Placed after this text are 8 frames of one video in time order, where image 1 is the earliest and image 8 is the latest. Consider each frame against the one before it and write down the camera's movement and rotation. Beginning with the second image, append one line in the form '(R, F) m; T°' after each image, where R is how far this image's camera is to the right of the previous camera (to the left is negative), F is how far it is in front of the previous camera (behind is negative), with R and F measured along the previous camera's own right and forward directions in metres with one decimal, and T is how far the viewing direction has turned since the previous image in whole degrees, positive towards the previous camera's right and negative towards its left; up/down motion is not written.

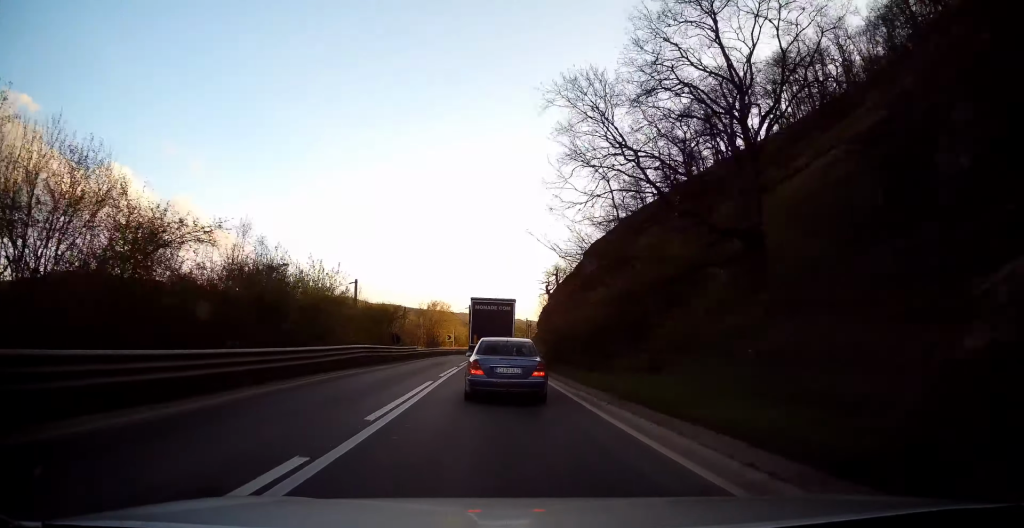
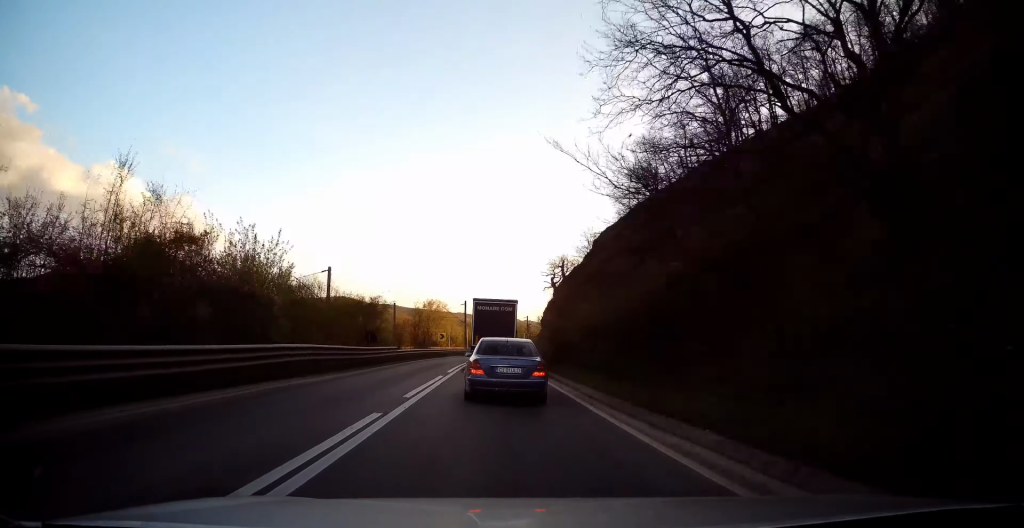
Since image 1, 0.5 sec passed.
(+0.1, +8.3) m; 0°
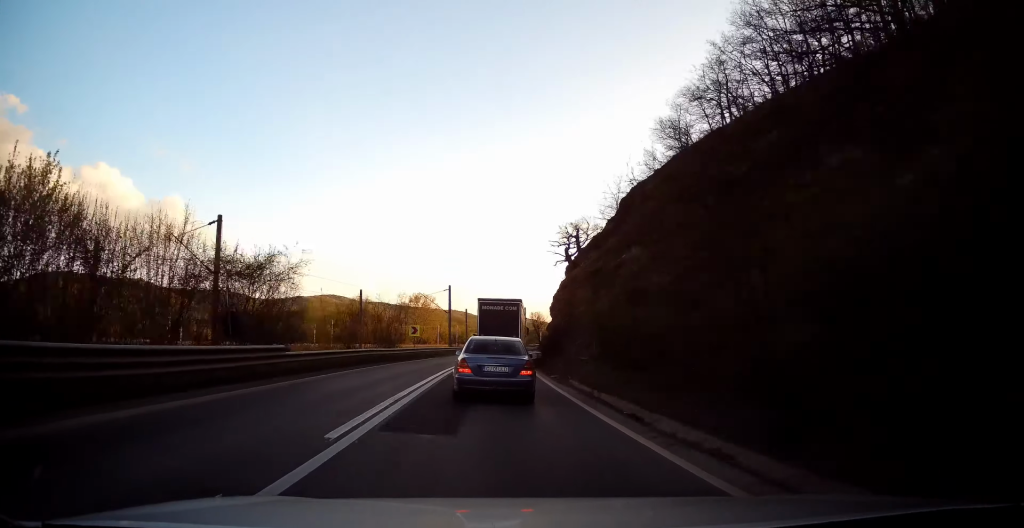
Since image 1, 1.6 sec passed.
(-0.1, +17.6) m; -1°
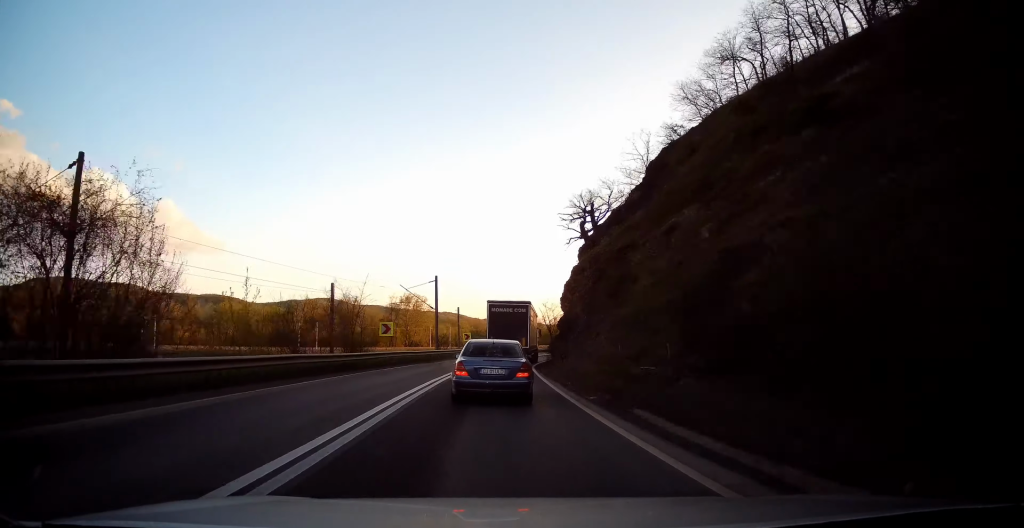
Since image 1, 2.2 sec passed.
(-0.1, +10.4) m; 0°
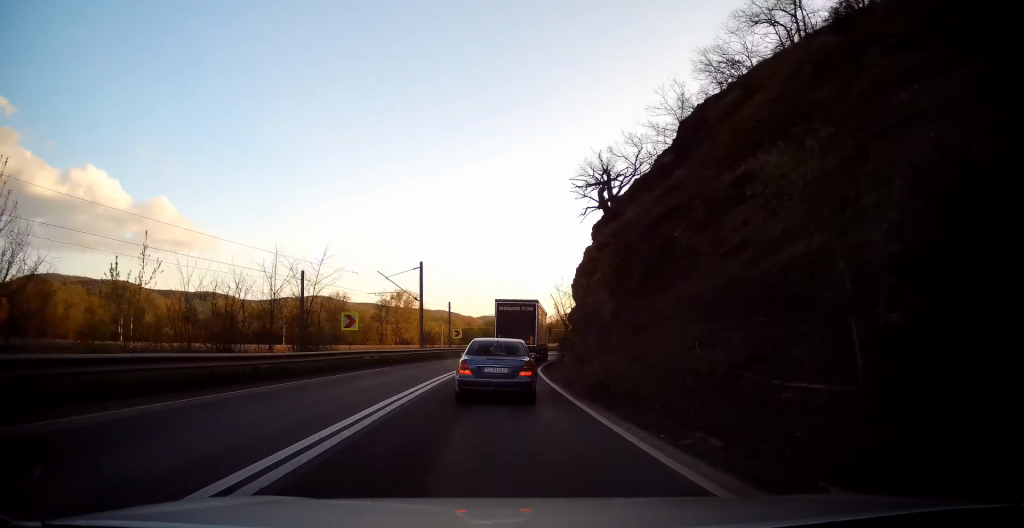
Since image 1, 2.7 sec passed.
(-0.1, +7.6) m; +1°
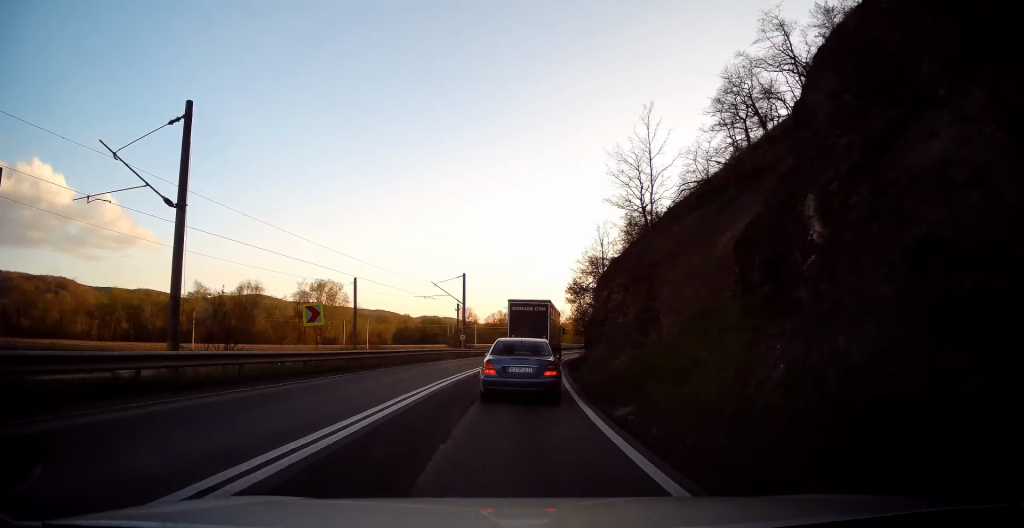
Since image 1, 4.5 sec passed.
(+1.6, +30.1) m; +5°
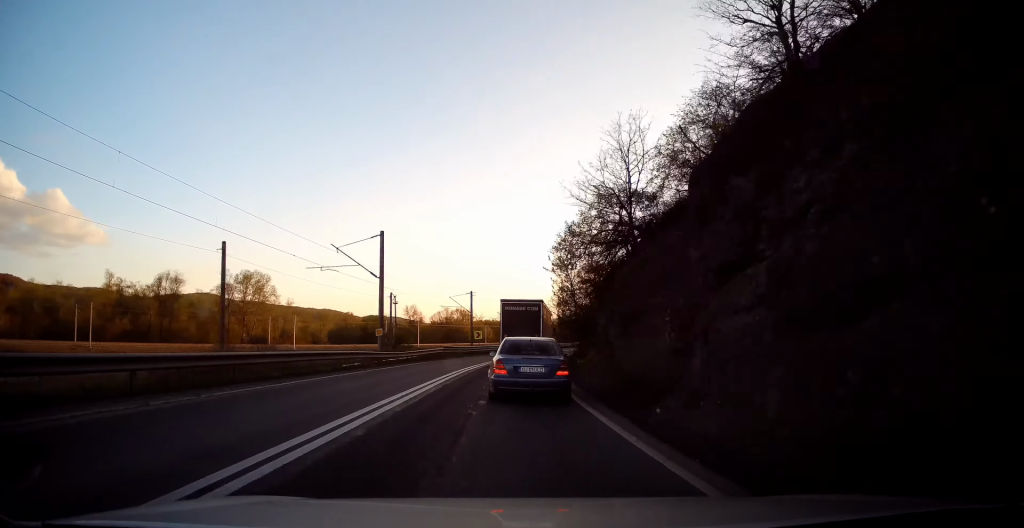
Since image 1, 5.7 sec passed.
(+0.3, +19.4) m; +4°
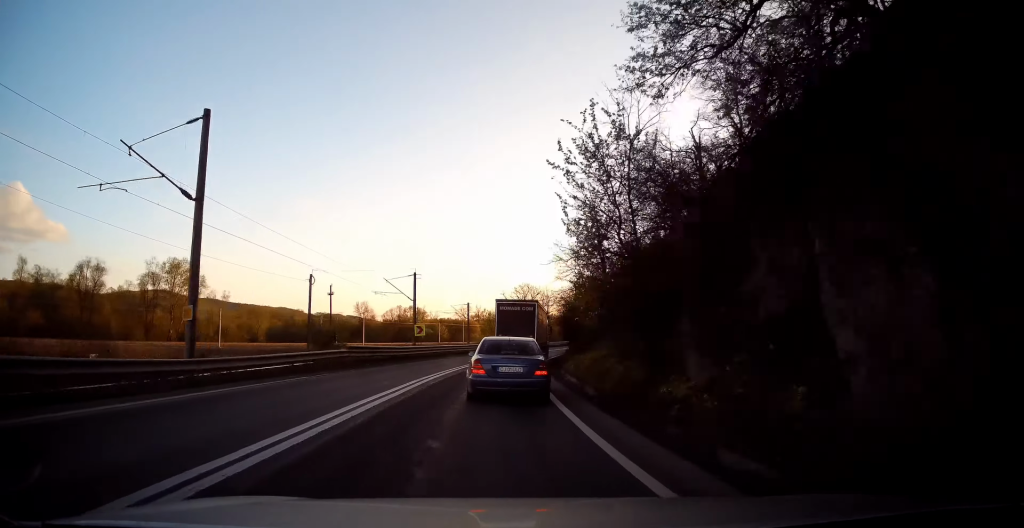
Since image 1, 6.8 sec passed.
(+1.1, +18.3) m; +6°
